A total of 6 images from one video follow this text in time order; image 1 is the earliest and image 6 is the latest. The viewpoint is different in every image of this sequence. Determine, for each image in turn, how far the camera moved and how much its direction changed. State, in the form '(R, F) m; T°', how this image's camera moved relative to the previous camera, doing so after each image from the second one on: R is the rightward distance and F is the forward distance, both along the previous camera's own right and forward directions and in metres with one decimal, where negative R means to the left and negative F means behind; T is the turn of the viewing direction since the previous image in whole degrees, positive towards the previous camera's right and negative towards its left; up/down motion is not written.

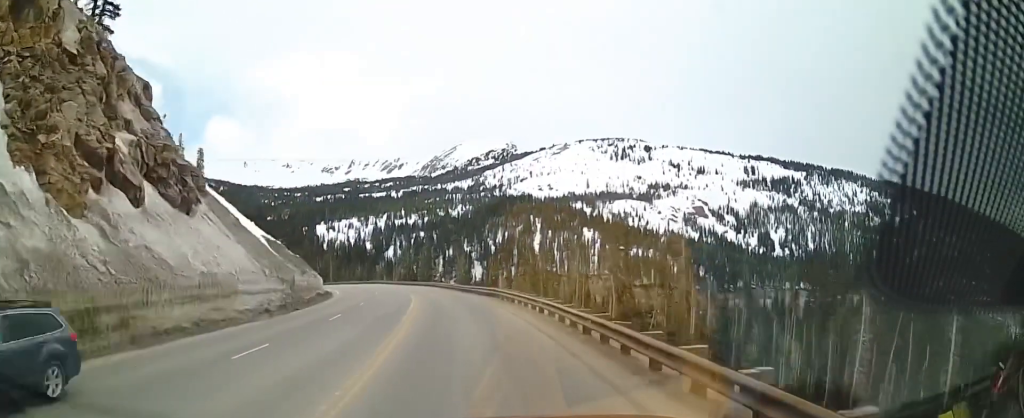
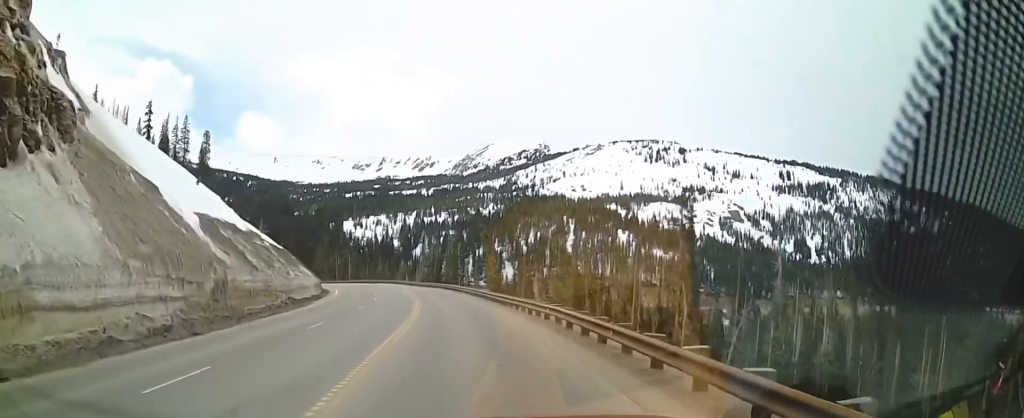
(-0.3, +16.5) m; -4°
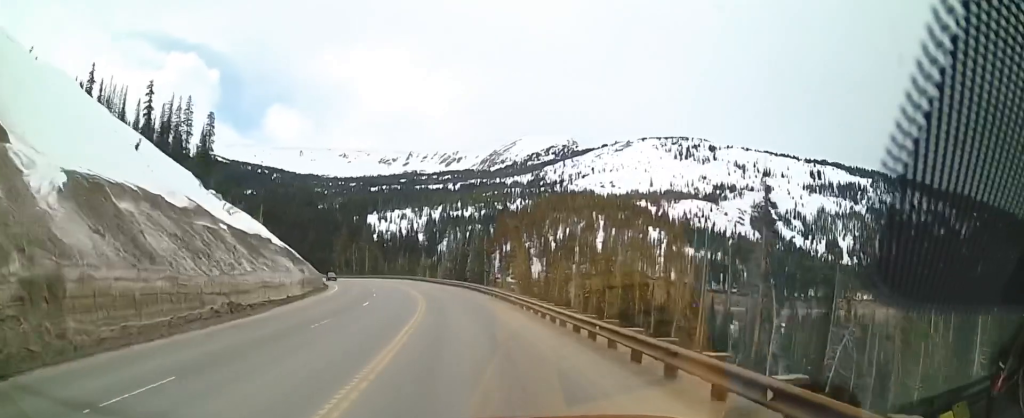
(-0.5, +13.8) m; -2°
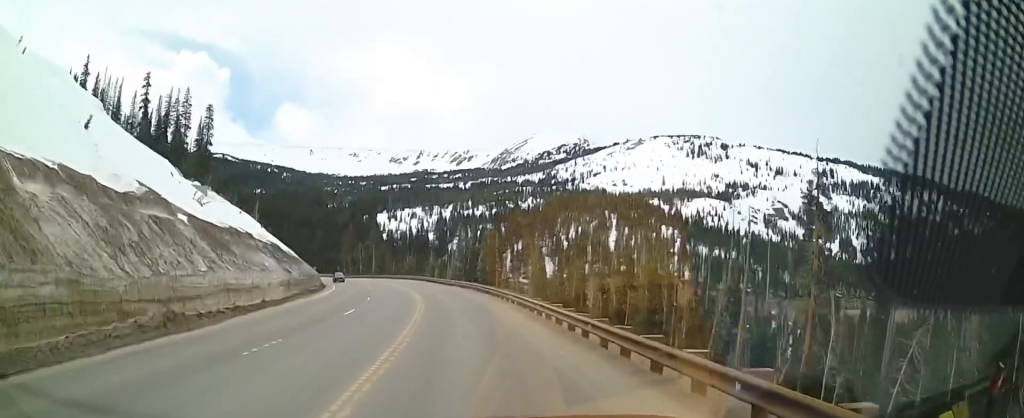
(0.0, +6.9) m; 0°
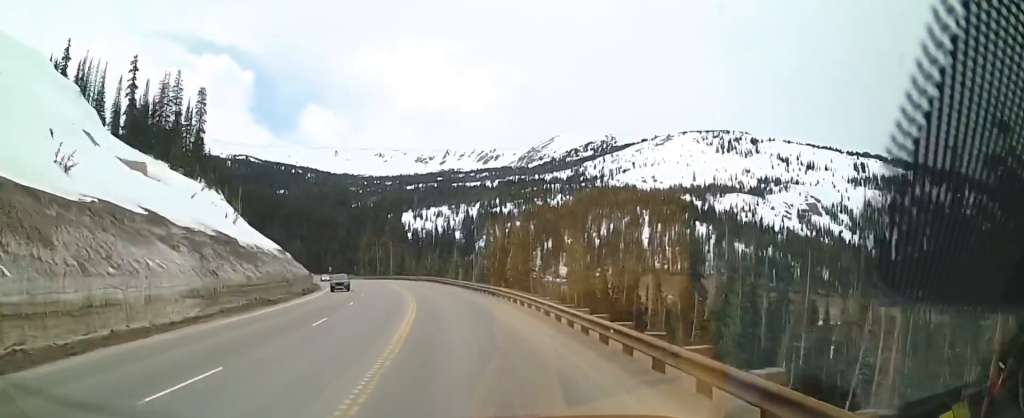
(-0.5, +17.2) m; -3°
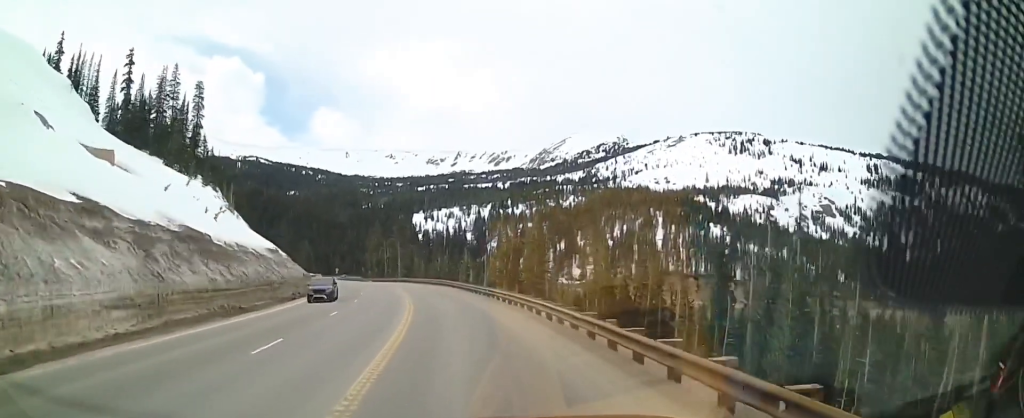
(-0.2, +6.4) m; 0°
